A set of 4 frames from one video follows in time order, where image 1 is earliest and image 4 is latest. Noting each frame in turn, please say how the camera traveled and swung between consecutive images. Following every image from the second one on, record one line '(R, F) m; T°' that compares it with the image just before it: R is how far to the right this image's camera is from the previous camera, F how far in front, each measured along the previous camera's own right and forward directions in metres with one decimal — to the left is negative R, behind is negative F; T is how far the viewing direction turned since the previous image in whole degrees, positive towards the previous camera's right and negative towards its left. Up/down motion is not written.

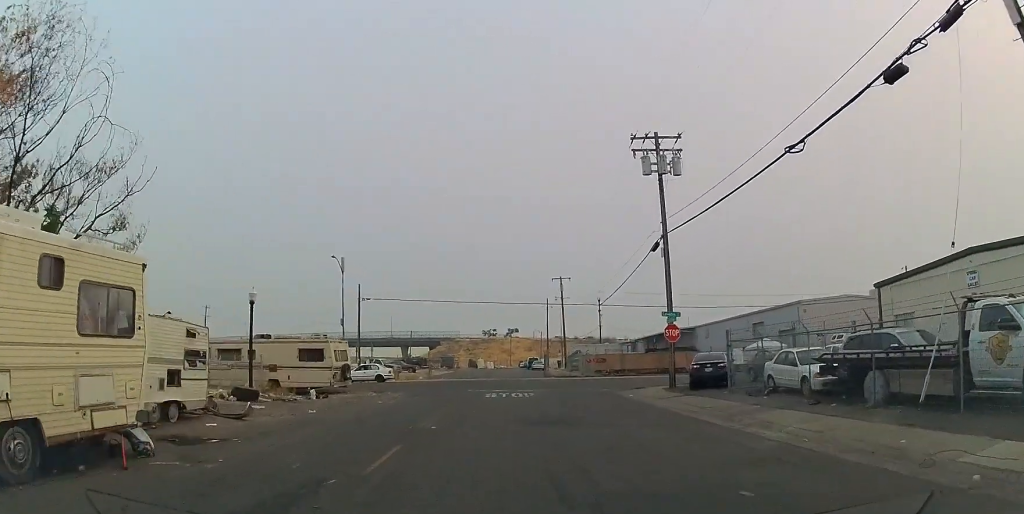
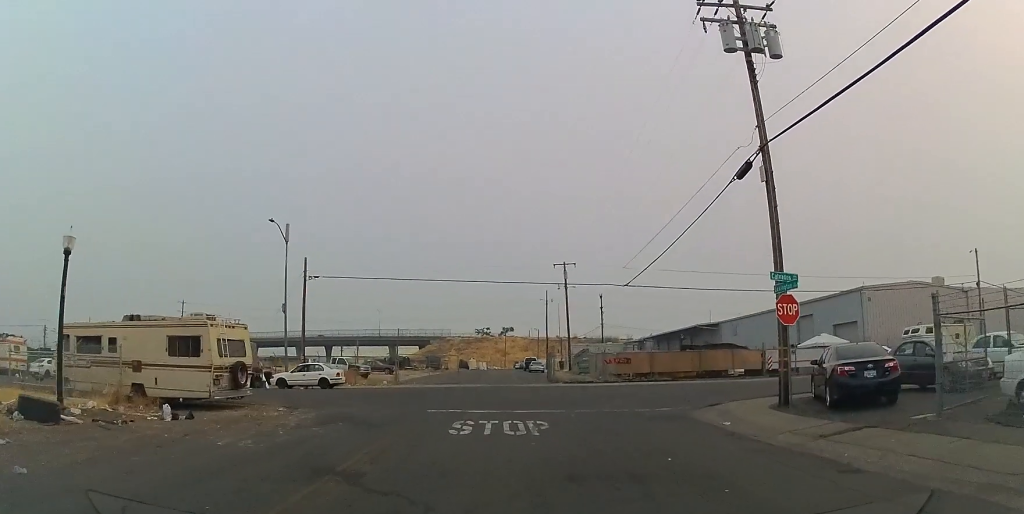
(0.0, +11.4) m; 0°
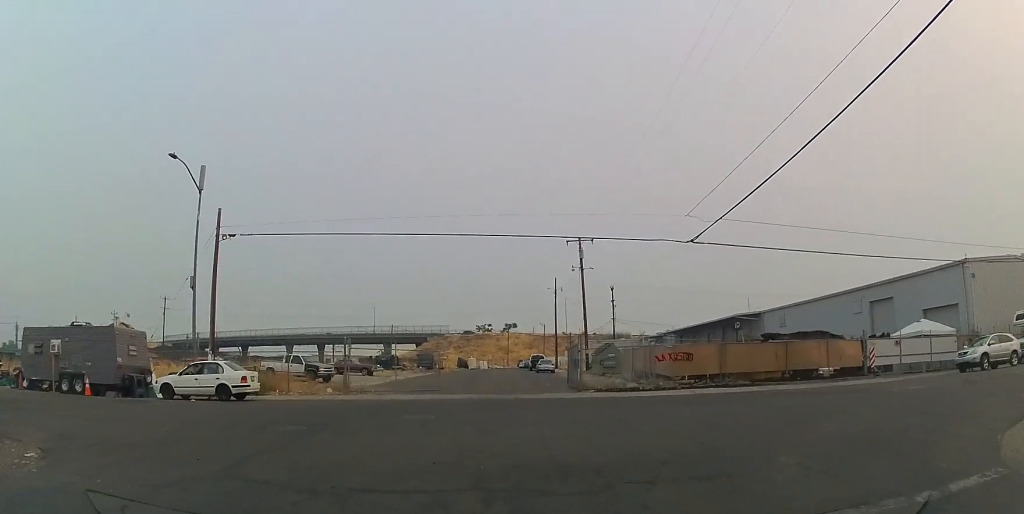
(0.0, +13.2) m; 0°
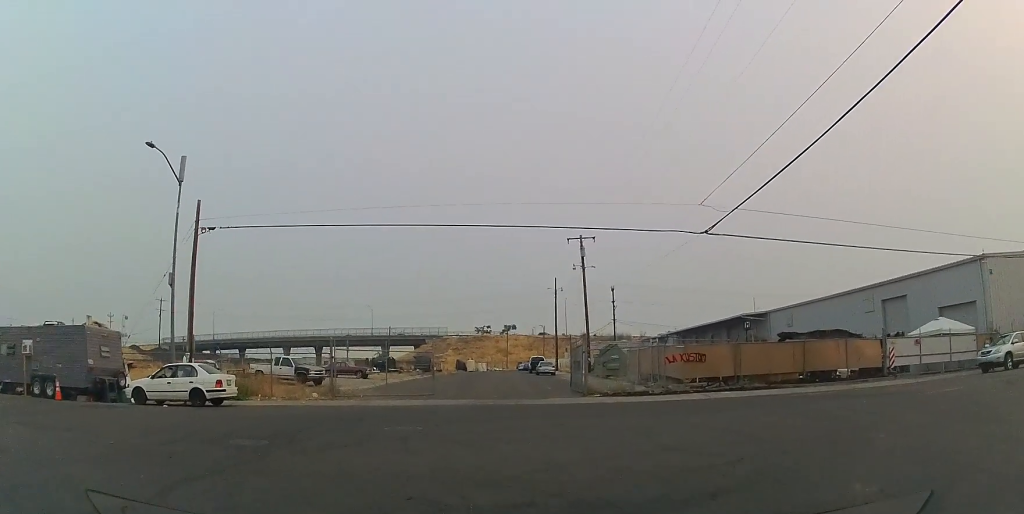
(0.0, +3.1) m; 0°
